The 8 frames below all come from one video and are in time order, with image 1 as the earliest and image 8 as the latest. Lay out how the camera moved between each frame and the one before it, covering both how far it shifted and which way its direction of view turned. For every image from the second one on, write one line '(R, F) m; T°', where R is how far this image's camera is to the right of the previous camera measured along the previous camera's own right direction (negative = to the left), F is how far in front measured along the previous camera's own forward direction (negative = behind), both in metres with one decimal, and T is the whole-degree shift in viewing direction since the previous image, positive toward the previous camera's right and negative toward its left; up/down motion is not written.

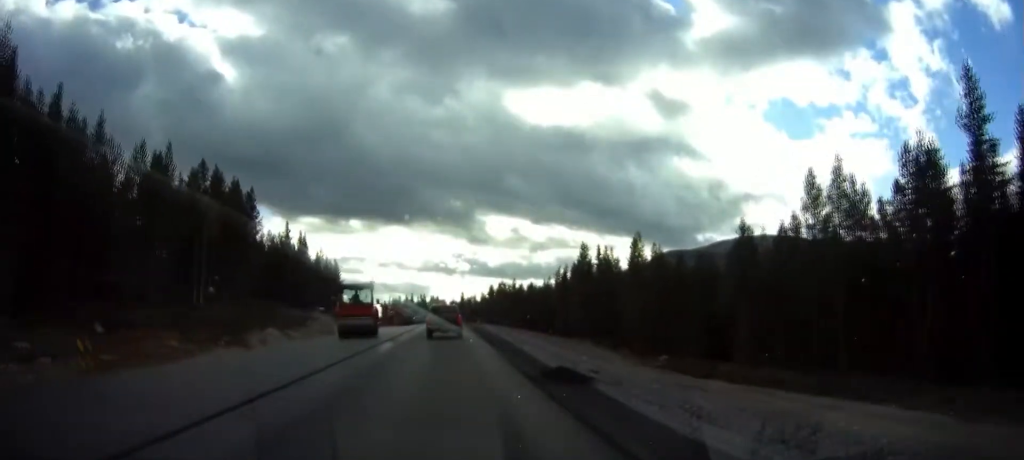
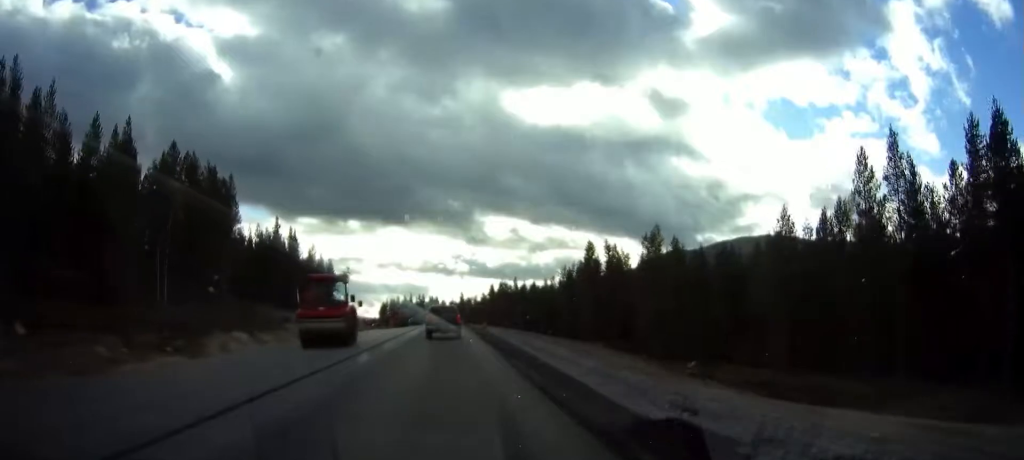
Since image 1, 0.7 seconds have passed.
(0.0, +8.7) m; 0°
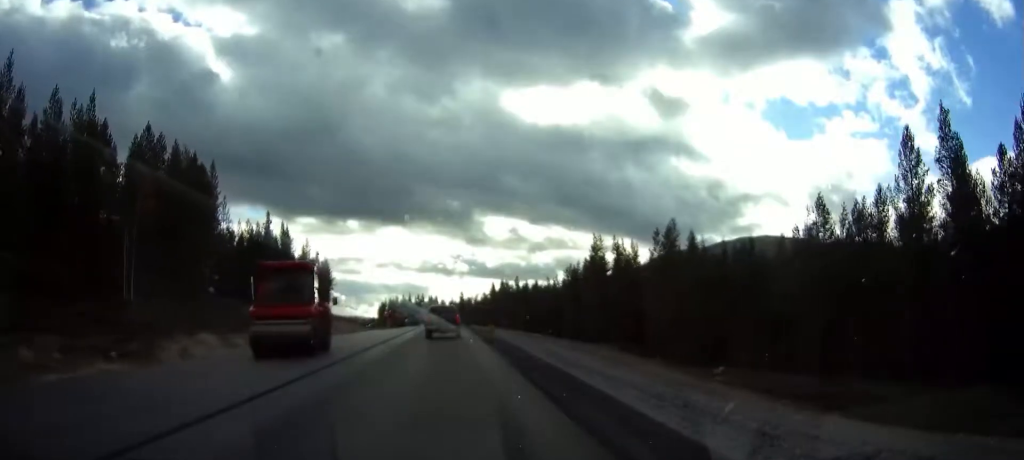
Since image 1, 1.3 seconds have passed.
(0.0, +6.5) m; 0°
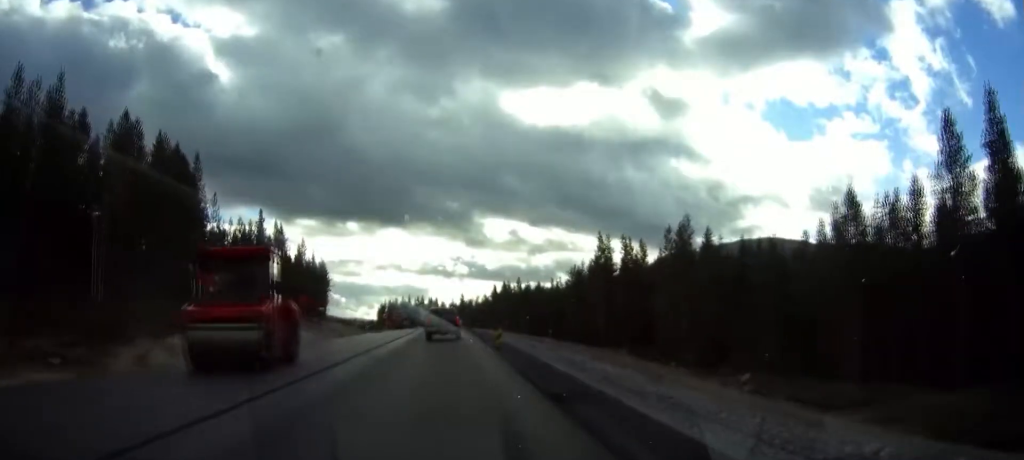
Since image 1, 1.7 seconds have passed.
(0.0, +5.1) m; 0°
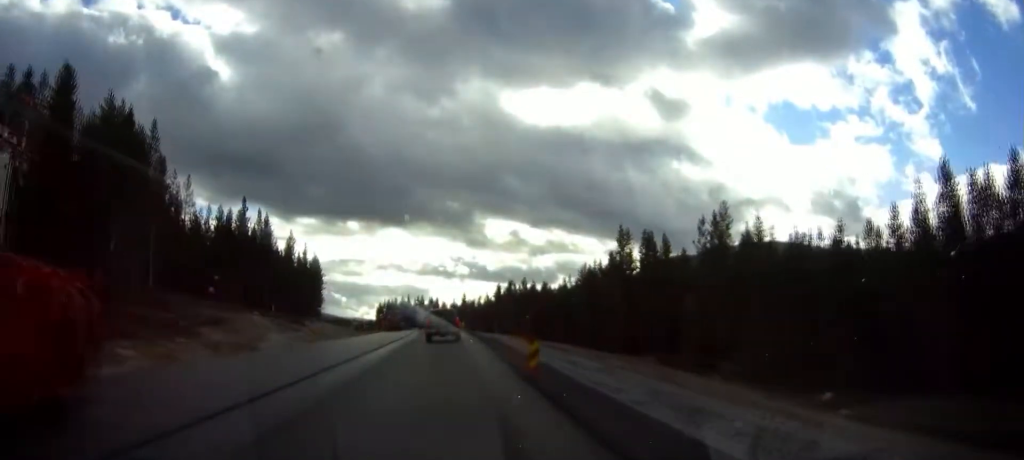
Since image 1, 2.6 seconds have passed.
(0.0, +11.8) m; 0°
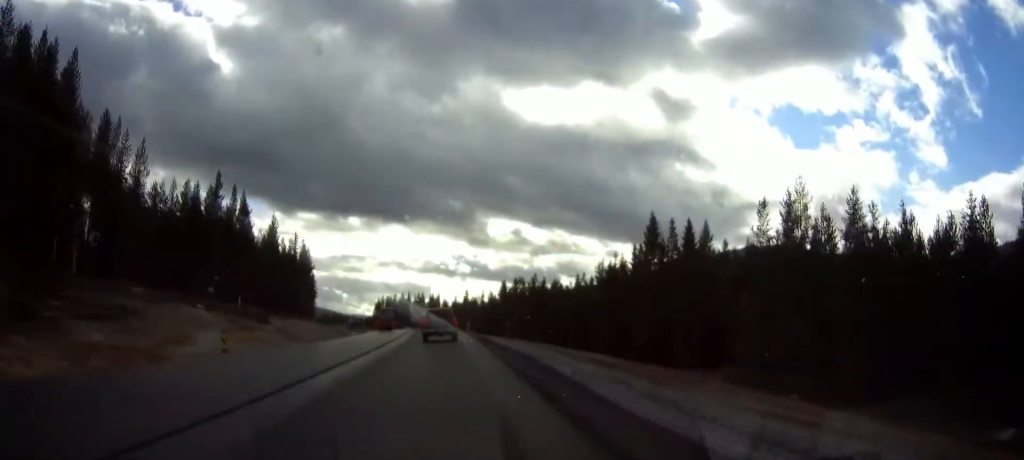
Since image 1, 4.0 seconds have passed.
(+0.1, +16.1) m; 0°
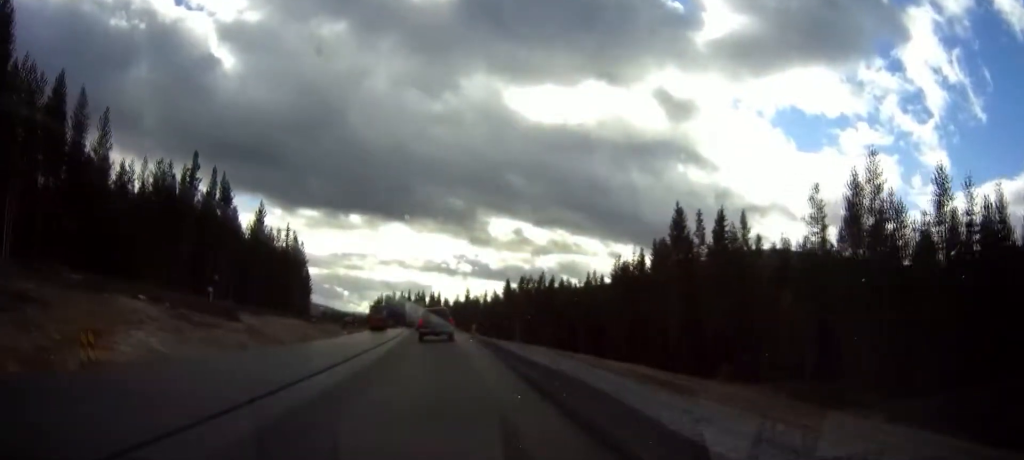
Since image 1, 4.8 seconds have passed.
(0.0, +10.4) m; 0°
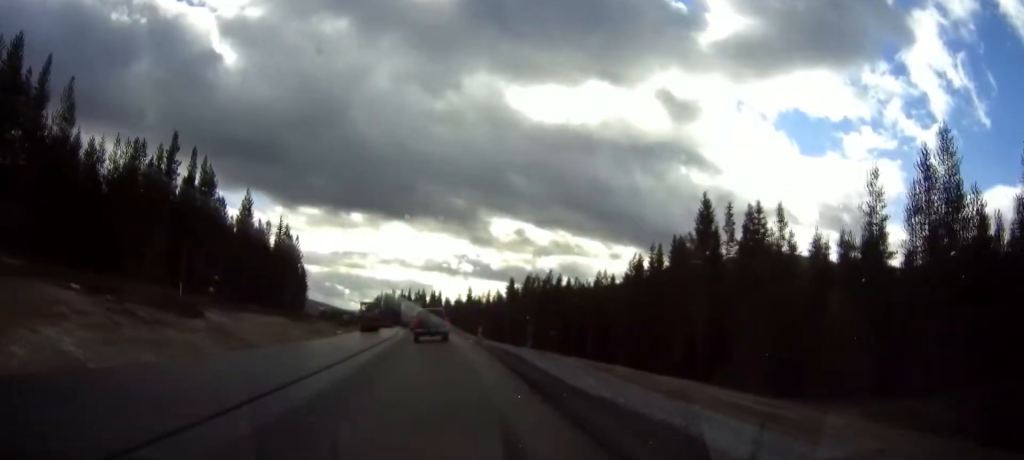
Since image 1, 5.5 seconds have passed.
(0.0, +8.5) m; 0°
